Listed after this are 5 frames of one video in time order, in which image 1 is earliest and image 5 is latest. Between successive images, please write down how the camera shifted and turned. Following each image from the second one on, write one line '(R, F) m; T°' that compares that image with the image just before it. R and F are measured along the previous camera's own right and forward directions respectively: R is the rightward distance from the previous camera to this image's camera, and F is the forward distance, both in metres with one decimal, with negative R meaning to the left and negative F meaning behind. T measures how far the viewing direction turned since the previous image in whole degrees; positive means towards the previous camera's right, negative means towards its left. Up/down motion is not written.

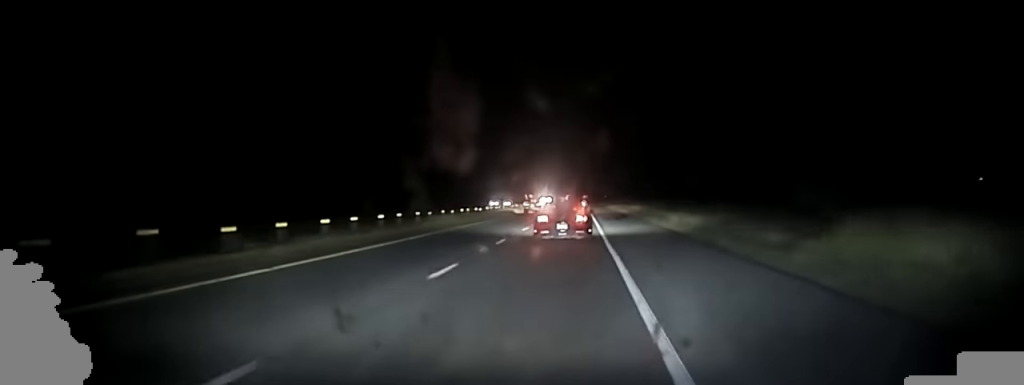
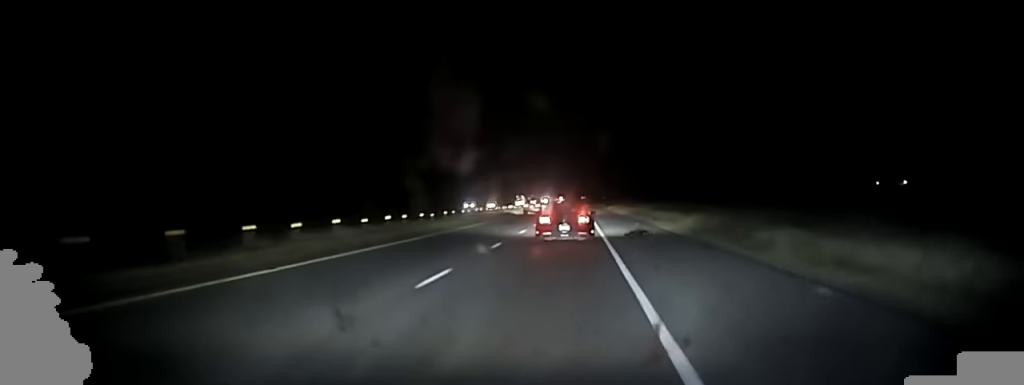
(+0.4, +26.0) m; 0°
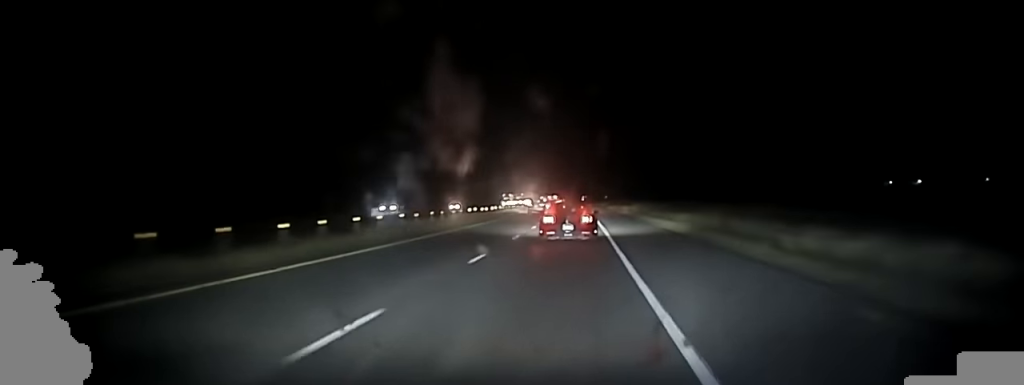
(-0.3, +44.2) m; 0°
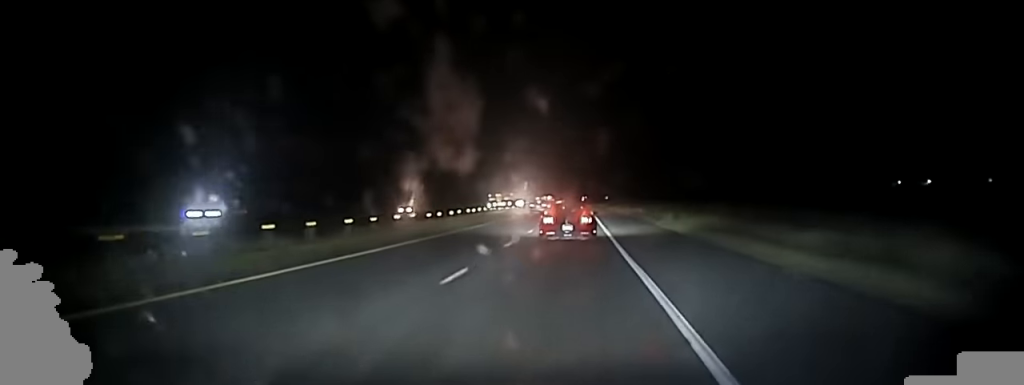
(+0.3, +31.1) m; 0°
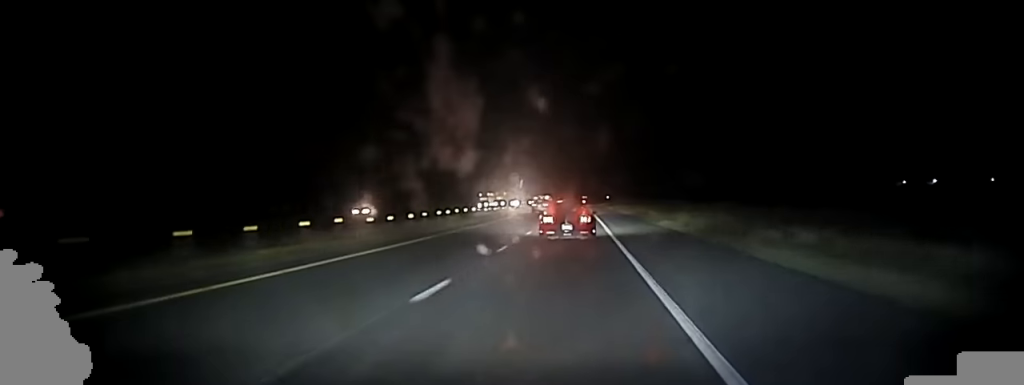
(0.0, +16.4) m; 0°
